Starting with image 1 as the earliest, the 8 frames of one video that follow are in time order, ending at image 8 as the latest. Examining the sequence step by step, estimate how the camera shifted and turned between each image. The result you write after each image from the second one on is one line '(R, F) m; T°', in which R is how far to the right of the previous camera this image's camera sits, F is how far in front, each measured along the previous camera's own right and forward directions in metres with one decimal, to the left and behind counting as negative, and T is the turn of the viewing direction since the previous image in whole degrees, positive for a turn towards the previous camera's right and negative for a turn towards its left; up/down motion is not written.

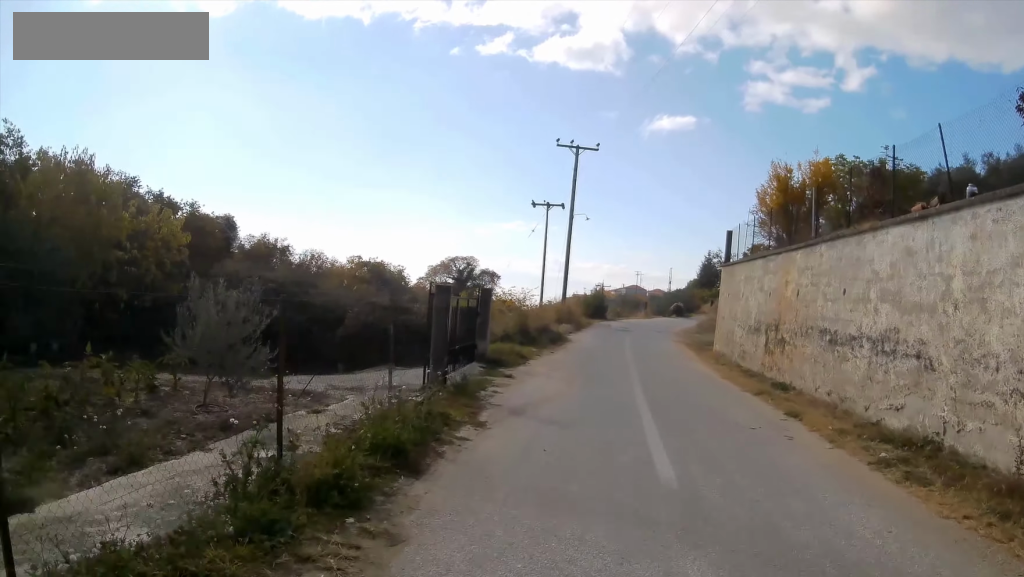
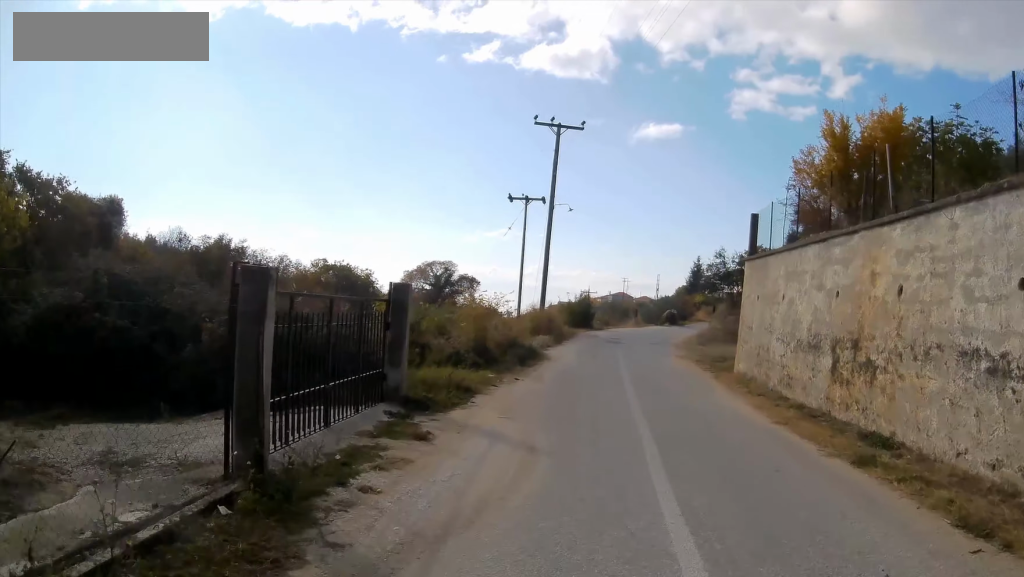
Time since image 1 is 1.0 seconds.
(+0.2, +5.5) m; +3°
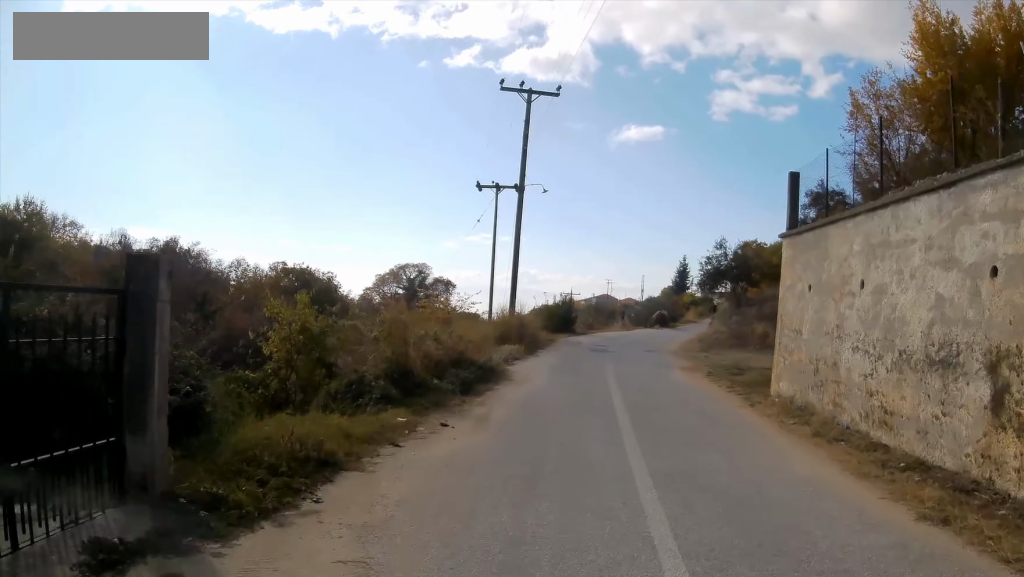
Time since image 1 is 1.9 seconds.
(0.0, +5.2) m; +1°
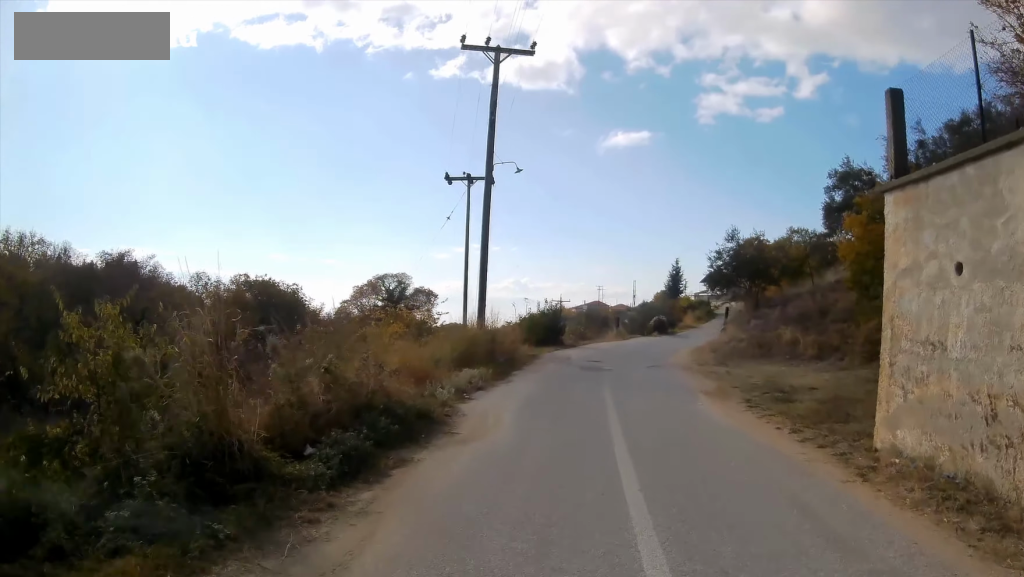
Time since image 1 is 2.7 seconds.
(0.0, +5.4) m; 0°
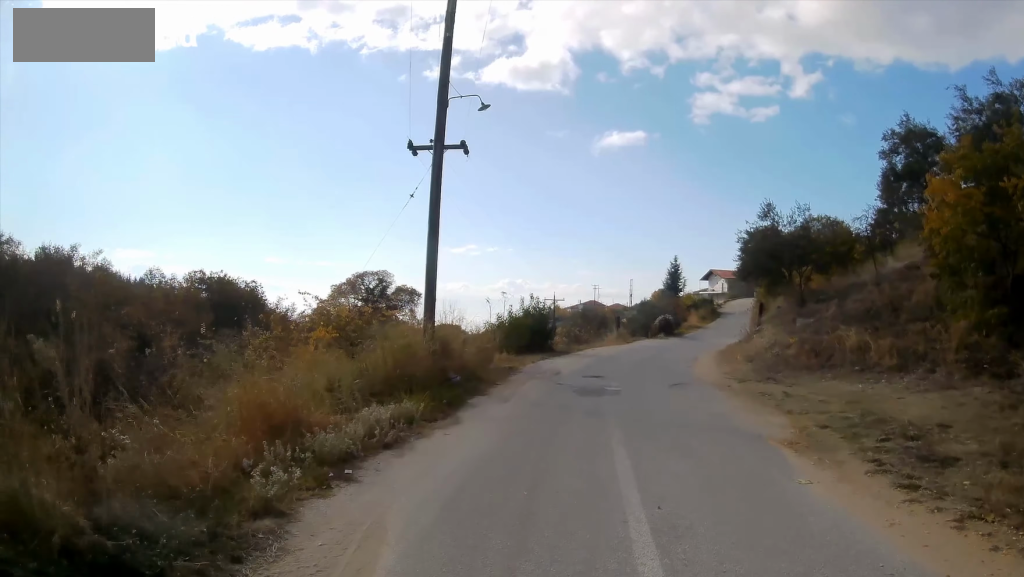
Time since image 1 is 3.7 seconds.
(0.0, +6.6) m; 0°
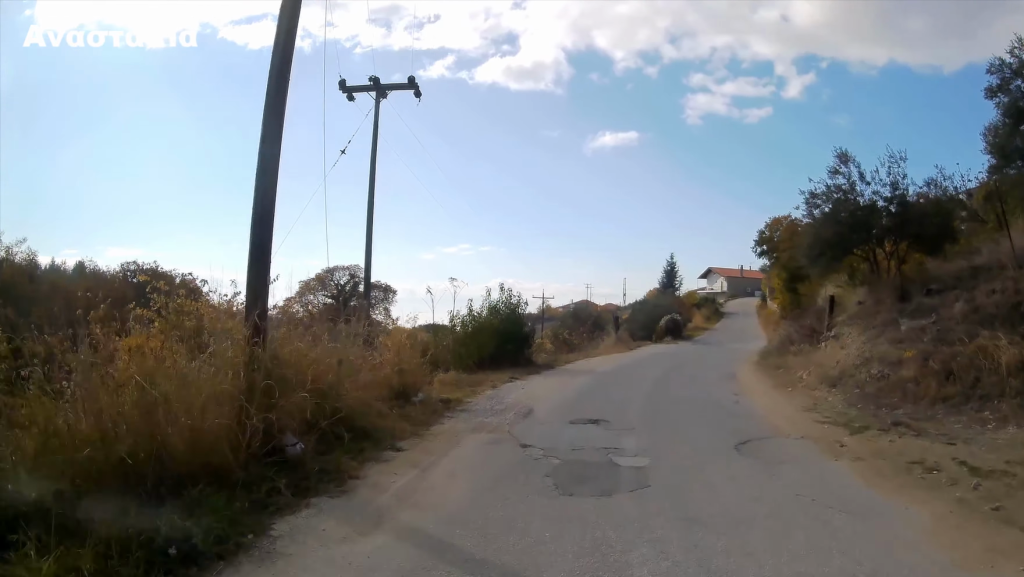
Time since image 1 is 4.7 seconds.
(0.0, +7.7) m; +1°
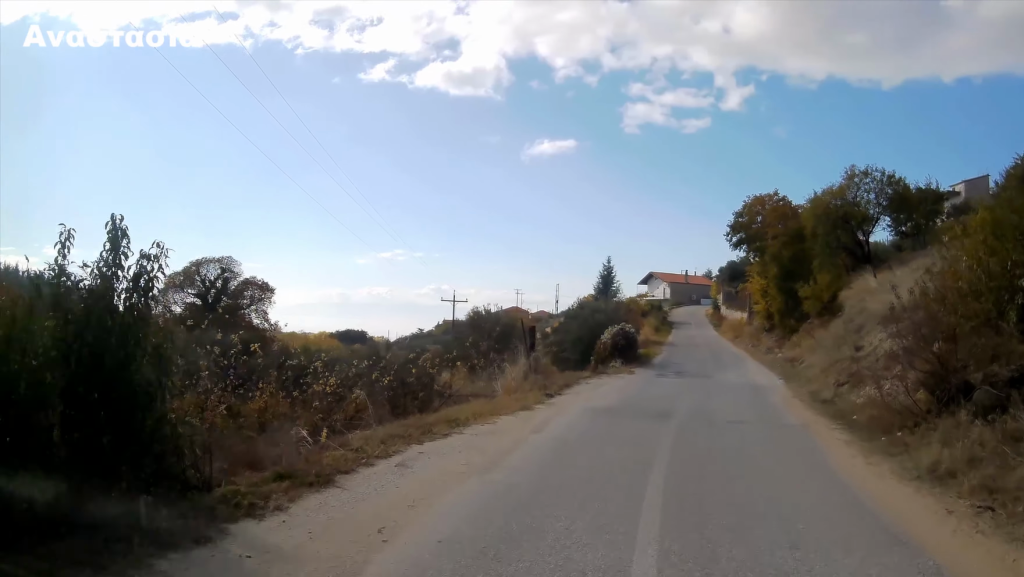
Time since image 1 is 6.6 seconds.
(+0.5, +14.6) m; +5°
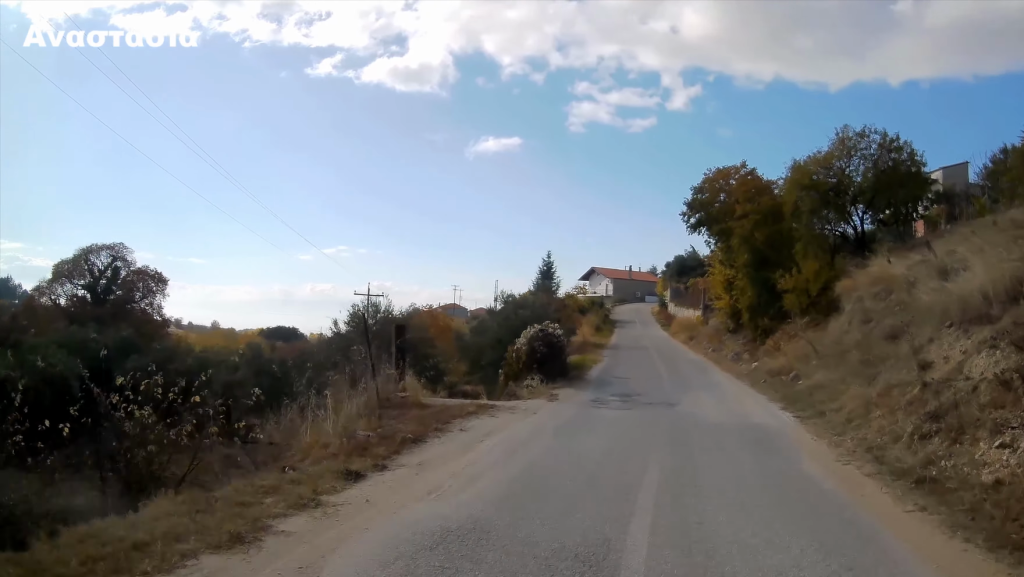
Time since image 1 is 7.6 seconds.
(+0.3, +7.6) m; +5°
